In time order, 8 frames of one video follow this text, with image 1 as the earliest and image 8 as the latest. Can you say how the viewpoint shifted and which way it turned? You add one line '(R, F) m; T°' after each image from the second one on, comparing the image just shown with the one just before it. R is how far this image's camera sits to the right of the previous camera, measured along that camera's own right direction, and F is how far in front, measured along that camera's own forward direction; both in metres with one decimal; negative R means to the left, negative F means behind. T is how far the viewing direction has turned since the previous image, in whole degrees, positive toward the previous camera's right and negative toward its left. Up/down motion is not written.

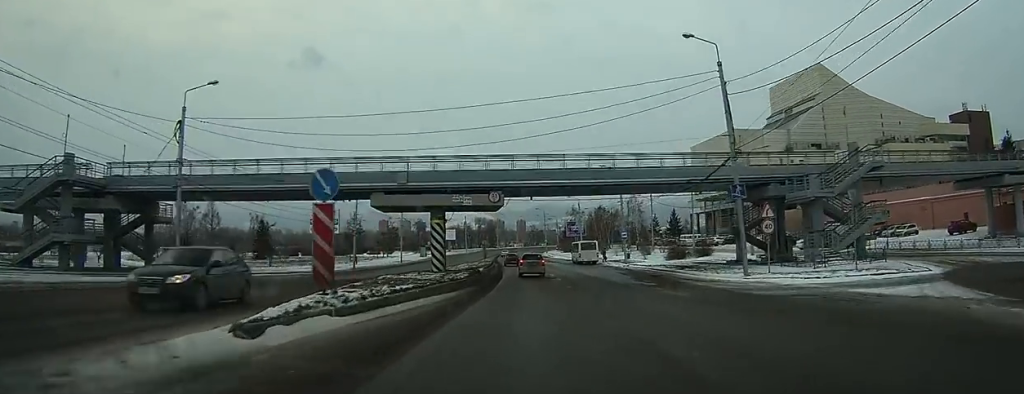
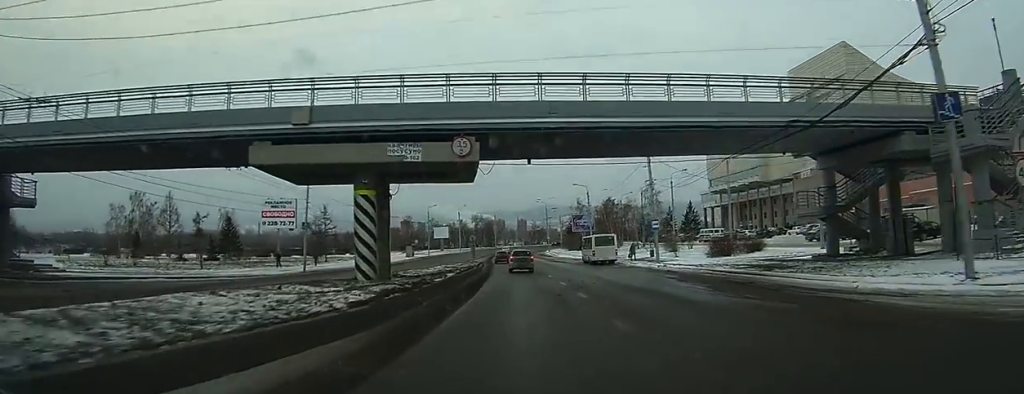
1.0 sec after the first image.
(-0.3, +14.4) m; -1°
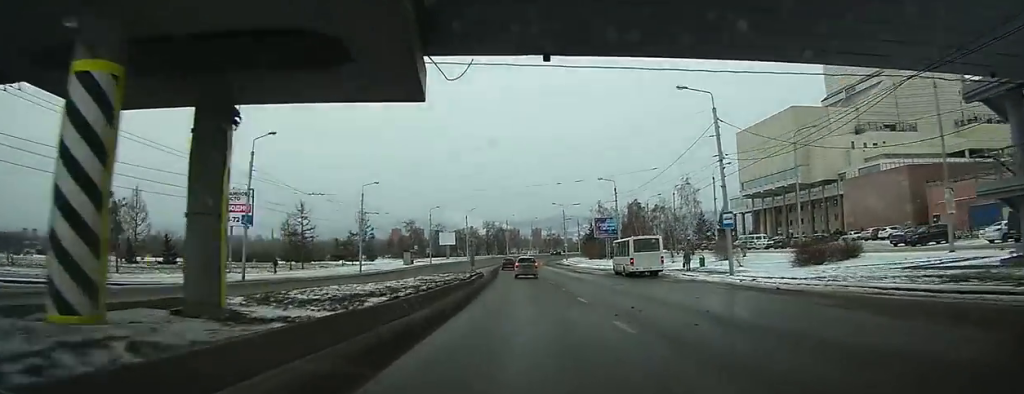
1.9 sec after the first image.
(0.0, +11.0) m; 0°
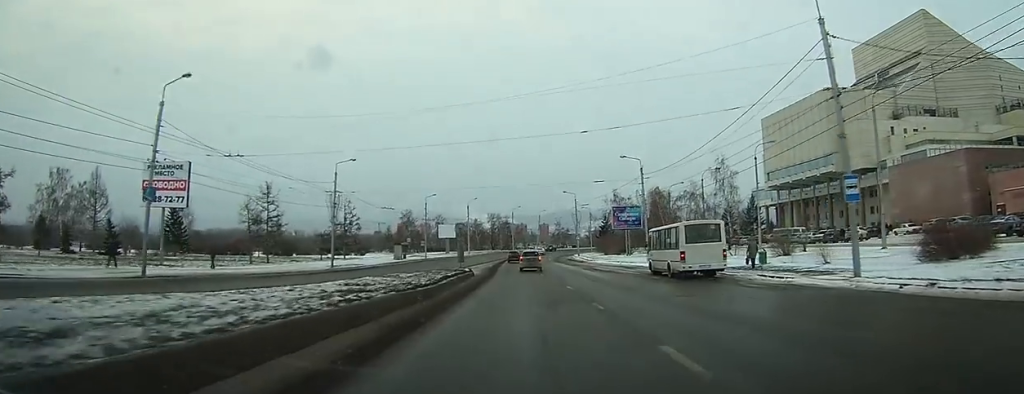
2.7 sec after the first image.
(0.0, +8.8) m; 0°
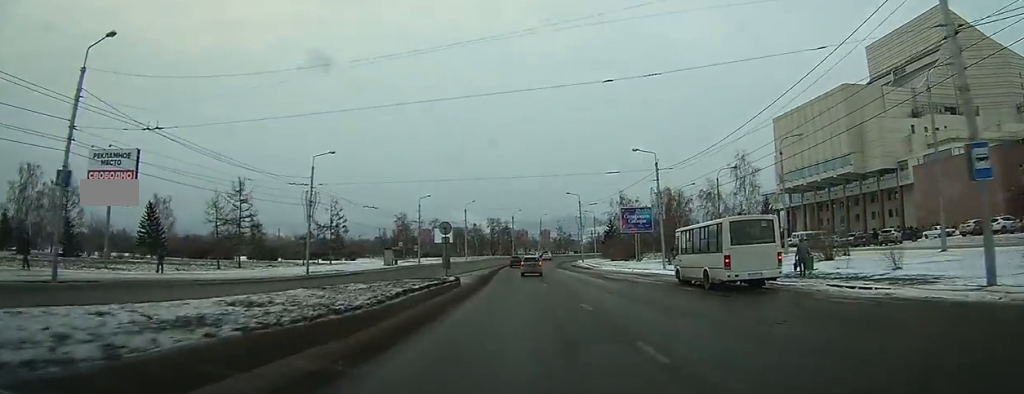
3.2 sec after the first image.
(0.0, +4.9) m; 0°
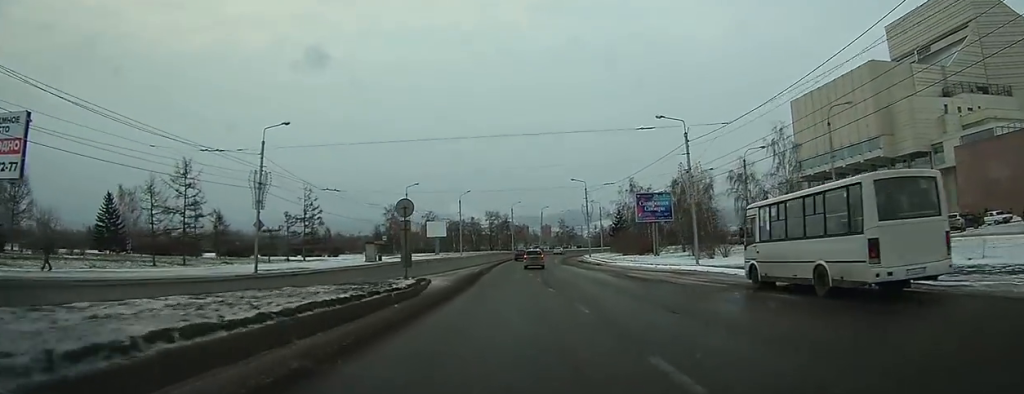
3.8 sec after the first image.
(0.0, +8.1) m; 0°
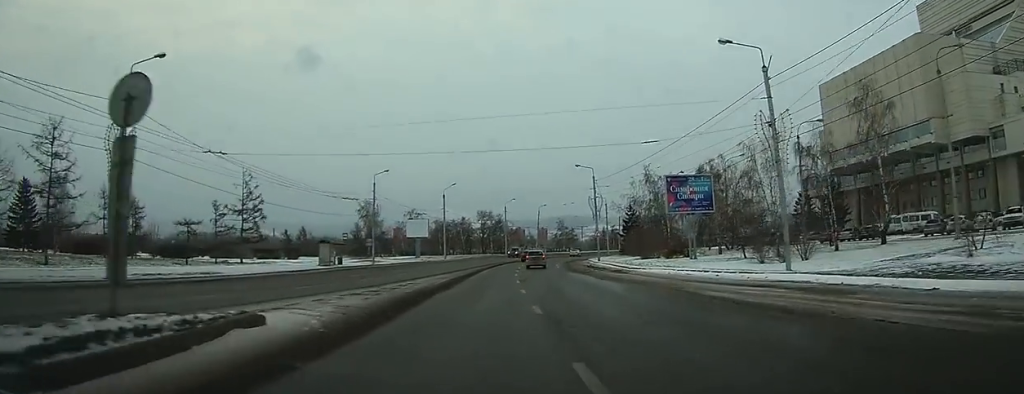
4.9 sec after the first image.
(0.0, +13.6) m; -1°
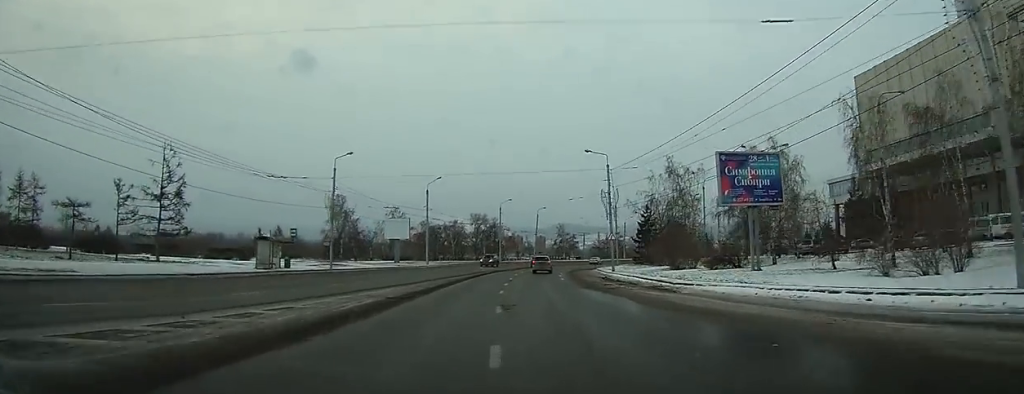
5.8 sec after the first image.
(-0.1, +13.1) m; -1°
